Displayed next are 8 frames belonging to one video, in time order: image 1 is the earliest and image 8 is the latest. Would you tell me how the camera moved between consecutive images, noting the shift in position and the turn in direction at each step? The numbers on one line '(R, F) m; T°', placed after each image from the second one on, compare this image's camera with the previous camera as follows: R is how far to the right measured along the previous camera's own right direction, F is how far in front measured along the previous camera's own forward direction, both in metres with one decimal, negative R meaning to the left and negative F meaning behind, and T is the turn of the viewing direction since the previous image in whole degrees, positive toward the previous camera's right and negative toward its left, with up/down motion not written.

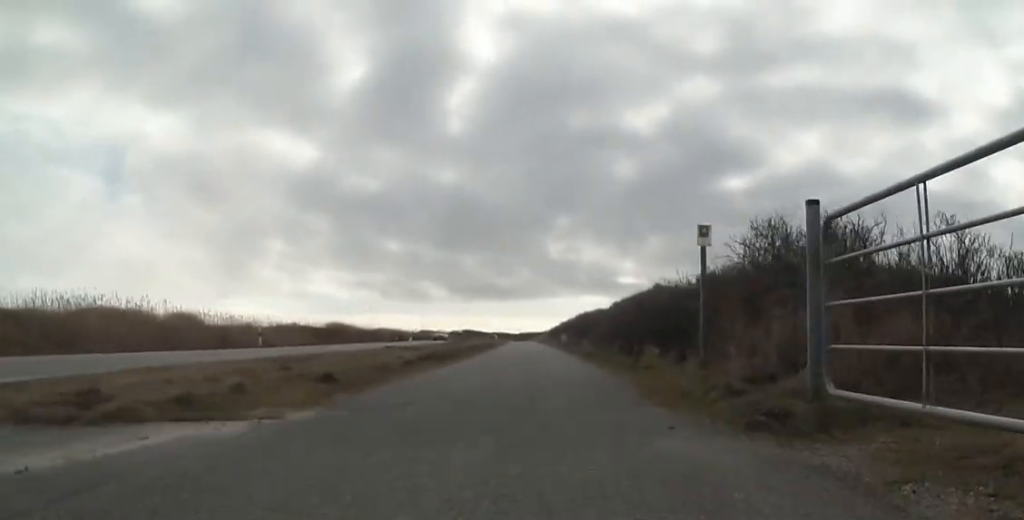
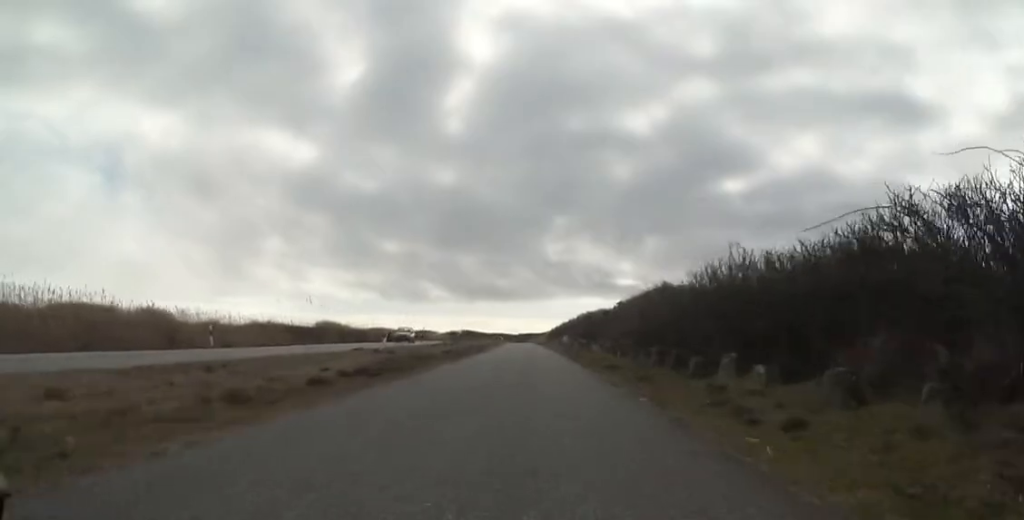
(+0.6, +6.7) m; +7°
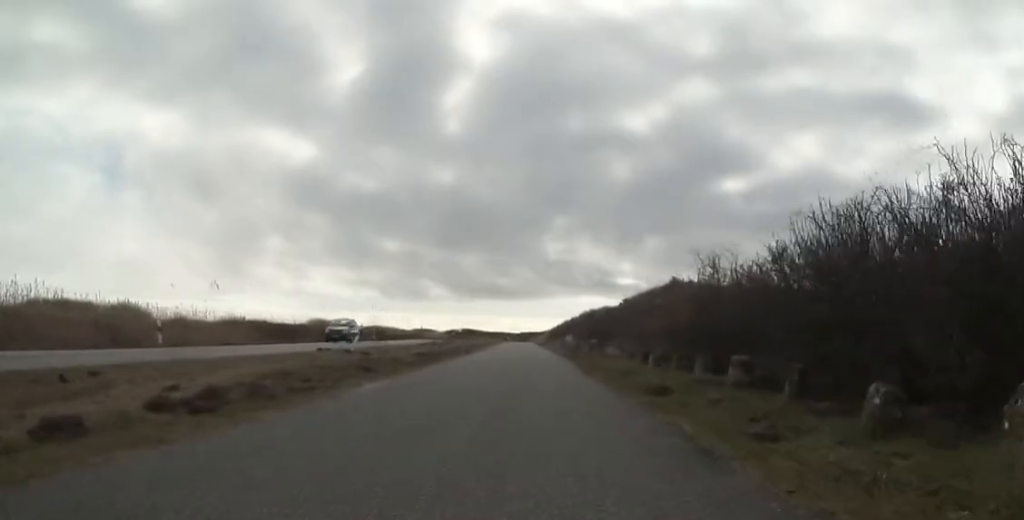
(+0.1, +5.7) m; -6°
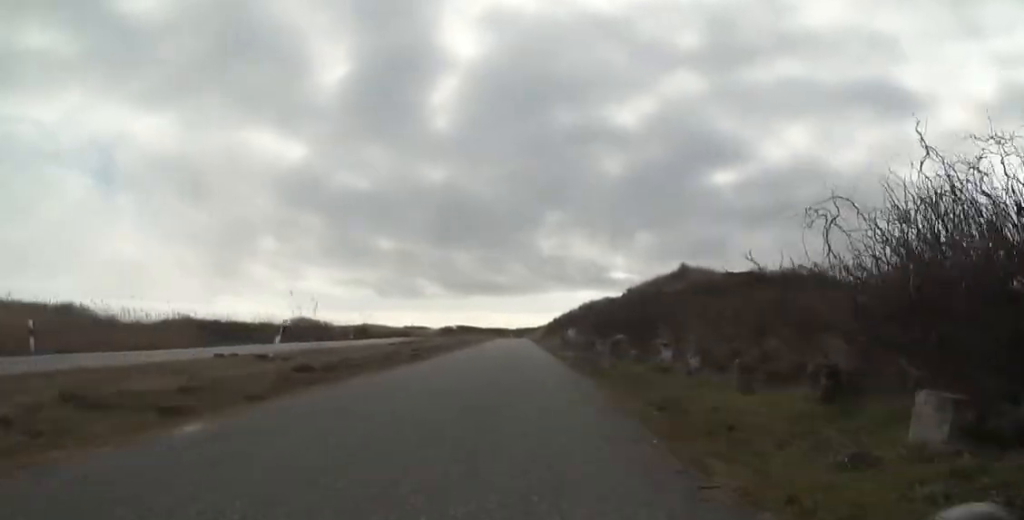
(-0.7, +8.7) m; -3°
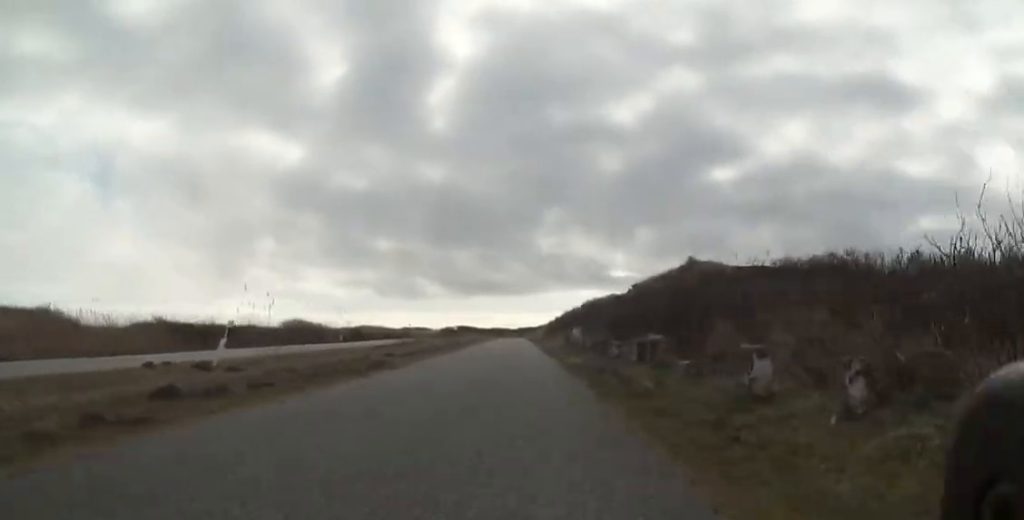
(+0.5, +3.9) m; -1°
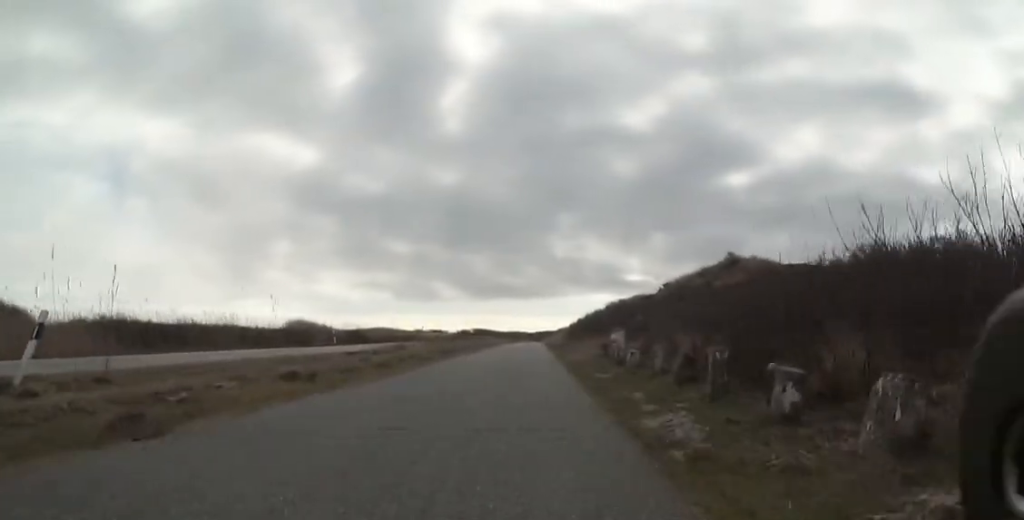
(-0.5, +7.6) m; +1°
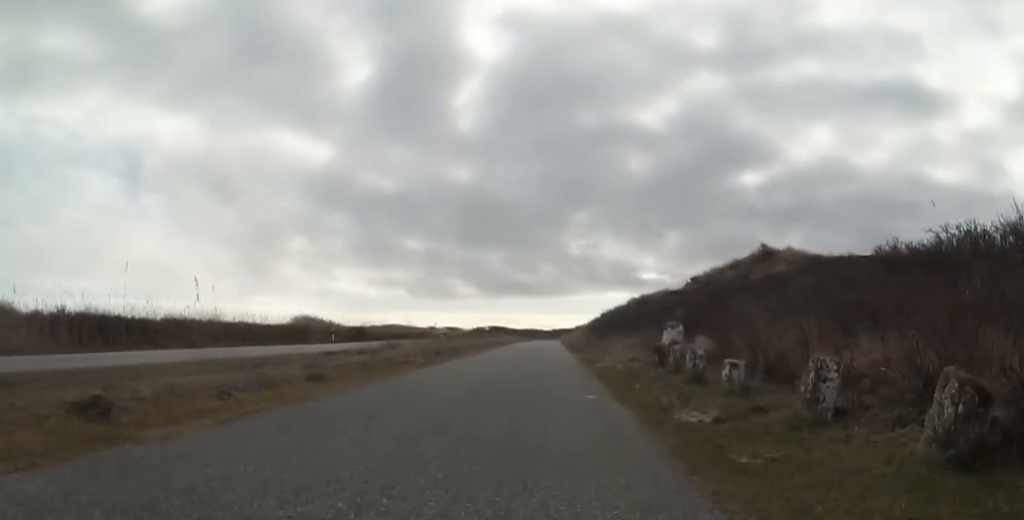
(+0.3, +4.9) m; +1°
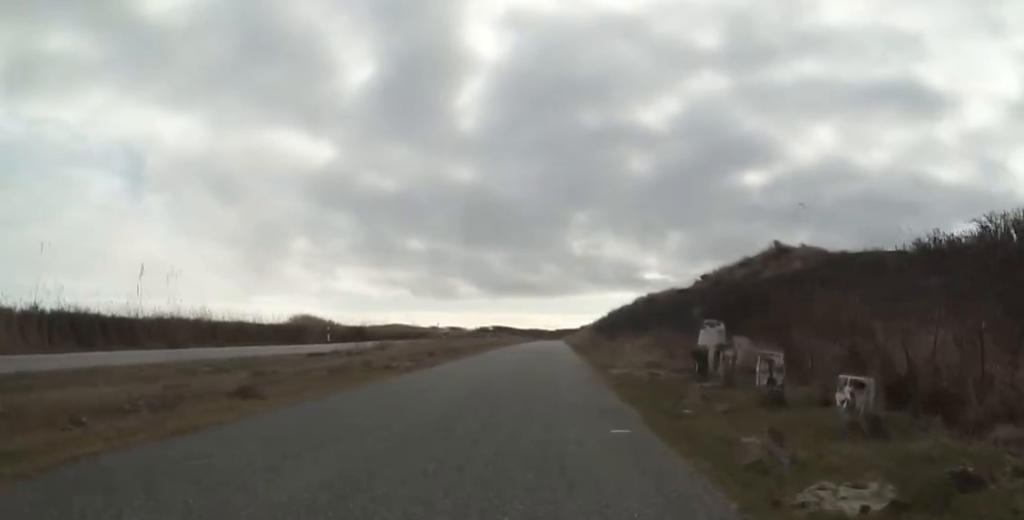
(-0.3, +2.4) m; 0°
